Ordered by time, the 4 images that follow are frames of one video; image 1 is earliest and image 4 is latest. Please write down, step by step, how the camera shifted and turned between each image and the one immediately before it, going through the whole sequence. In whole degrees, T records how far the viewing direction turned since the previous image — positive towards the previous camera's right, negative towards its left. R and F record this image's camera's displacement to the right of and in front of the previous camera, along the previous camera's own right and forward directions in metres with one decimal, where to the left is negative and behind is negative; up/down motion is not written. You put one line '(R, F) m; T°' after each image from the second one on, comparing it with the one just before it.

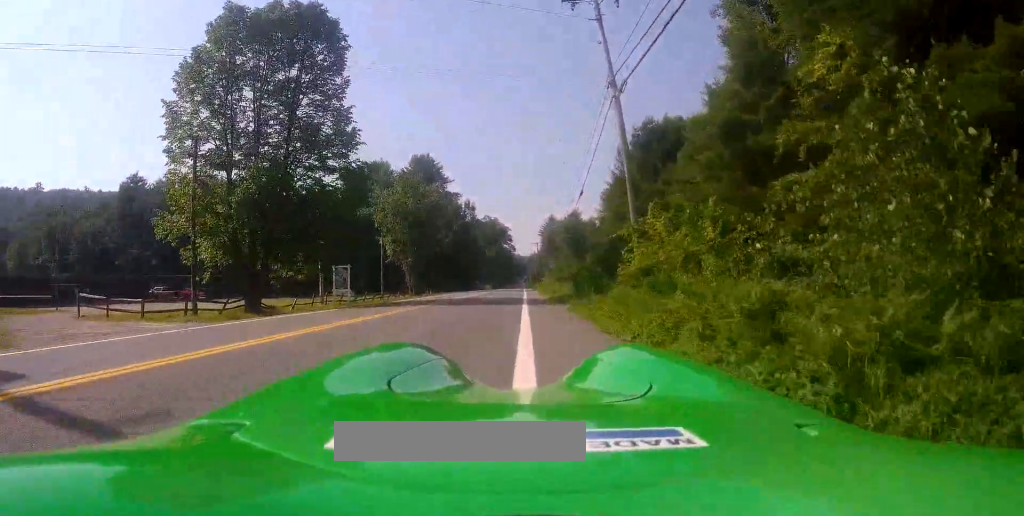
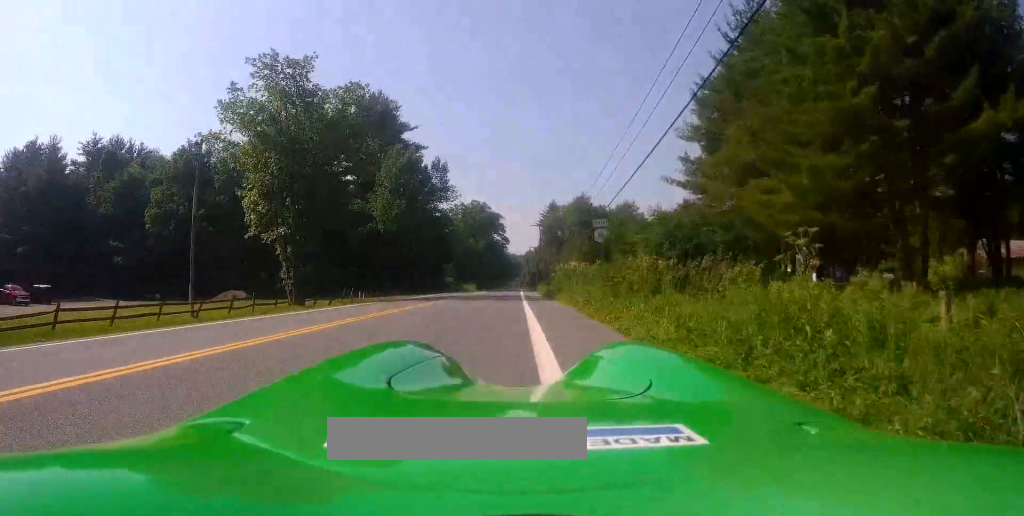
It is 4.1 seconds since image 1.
(+2.8, +38.0) m; +3°
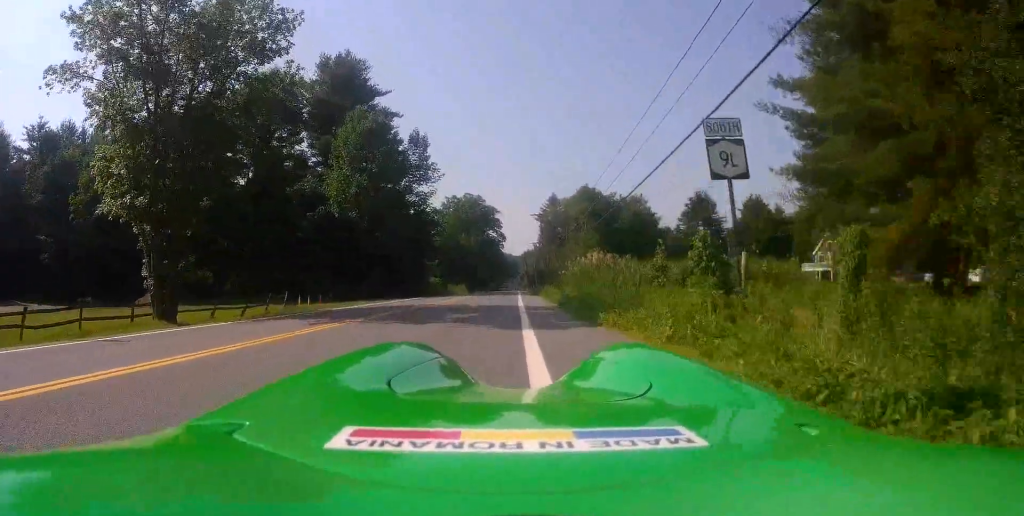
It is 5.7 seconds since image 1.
(-0.1, +14.5) m; 0°
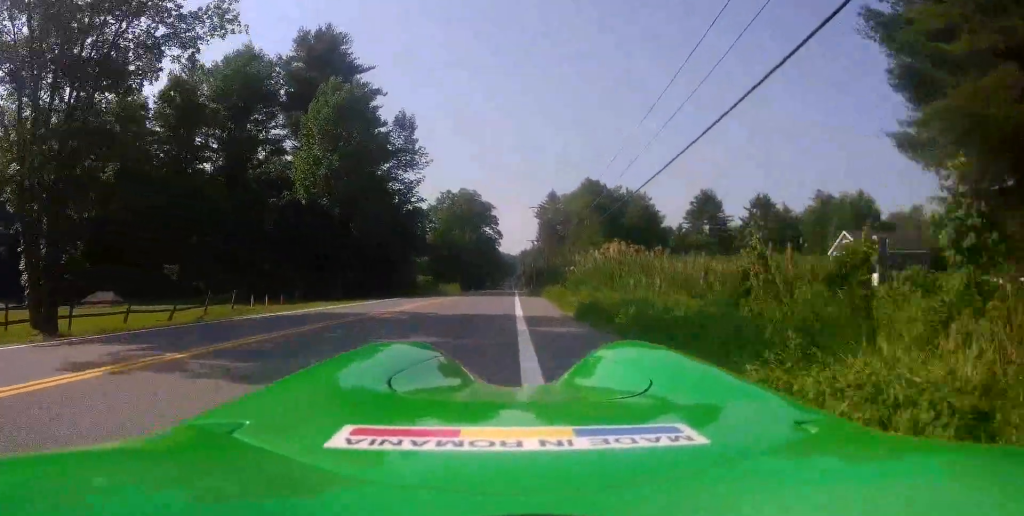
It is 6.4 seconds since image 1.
(0.0, +6.7) m; 0°
